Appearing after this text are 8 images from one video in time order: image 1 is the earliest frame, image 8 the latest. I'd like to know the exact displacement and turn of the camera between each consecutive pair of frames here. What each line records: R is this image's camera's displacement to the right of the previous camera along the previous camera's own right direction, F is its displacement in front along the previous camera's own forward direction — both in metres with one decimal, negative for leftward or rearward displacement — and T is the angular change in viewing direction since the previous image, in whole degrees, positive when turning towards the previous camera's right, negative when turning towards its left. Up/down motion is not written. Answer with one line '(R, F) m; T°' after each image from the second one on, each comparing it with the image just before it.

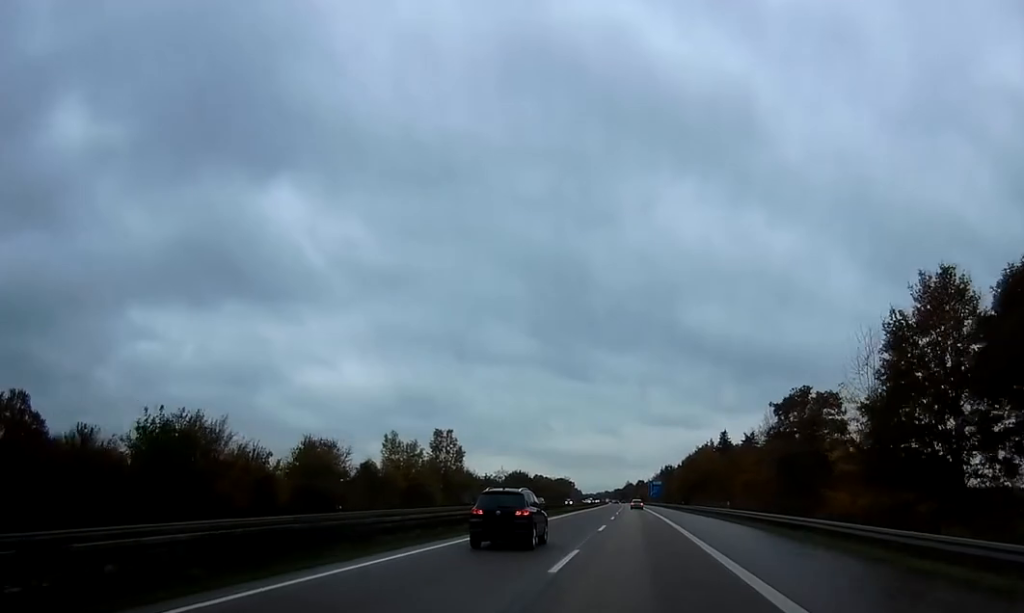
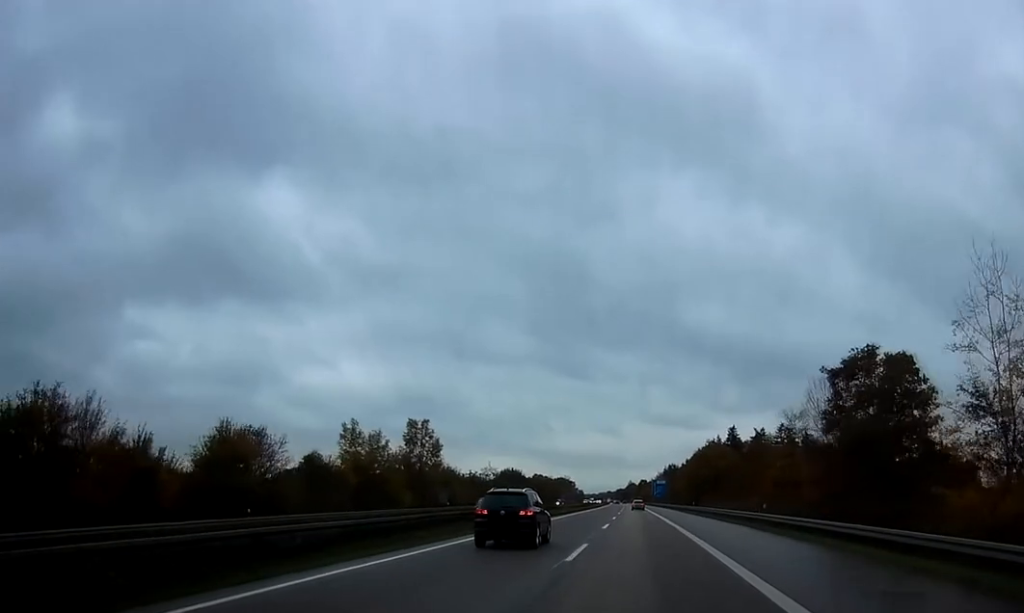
(0.0, +15.5) m; 0°
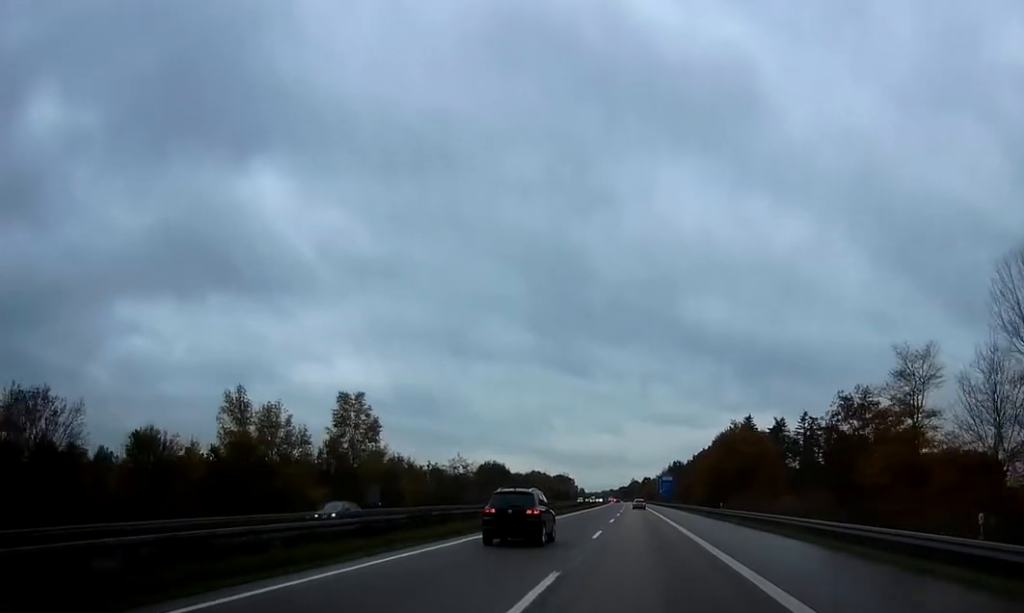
(0.0, +26.7) m; 0°
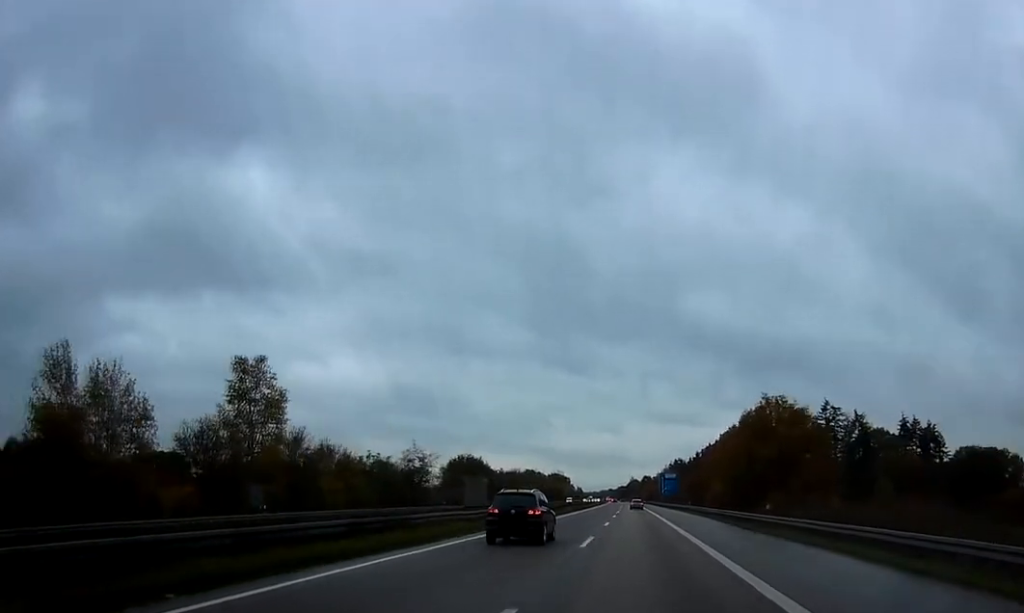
(-0.1, +22.5) m; 0°
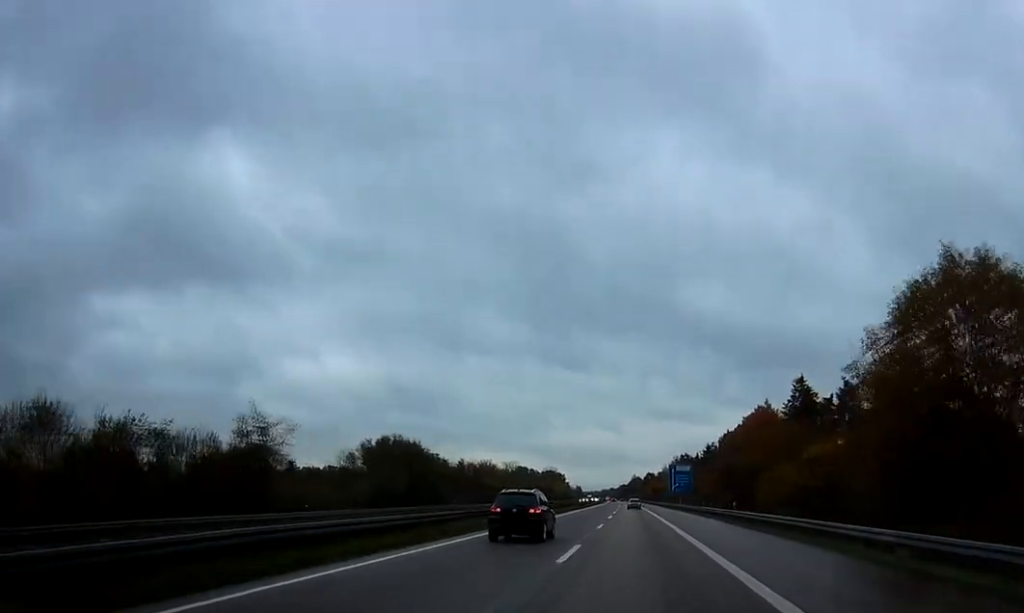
(0.0, +40.8) m; 0°
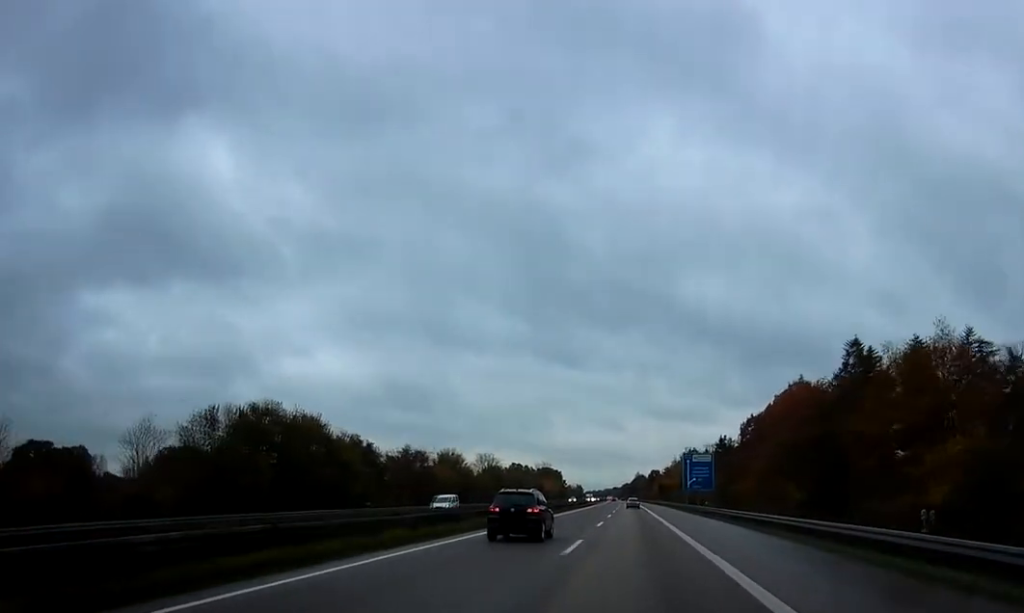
(+0.1, +33.8) m; 0°
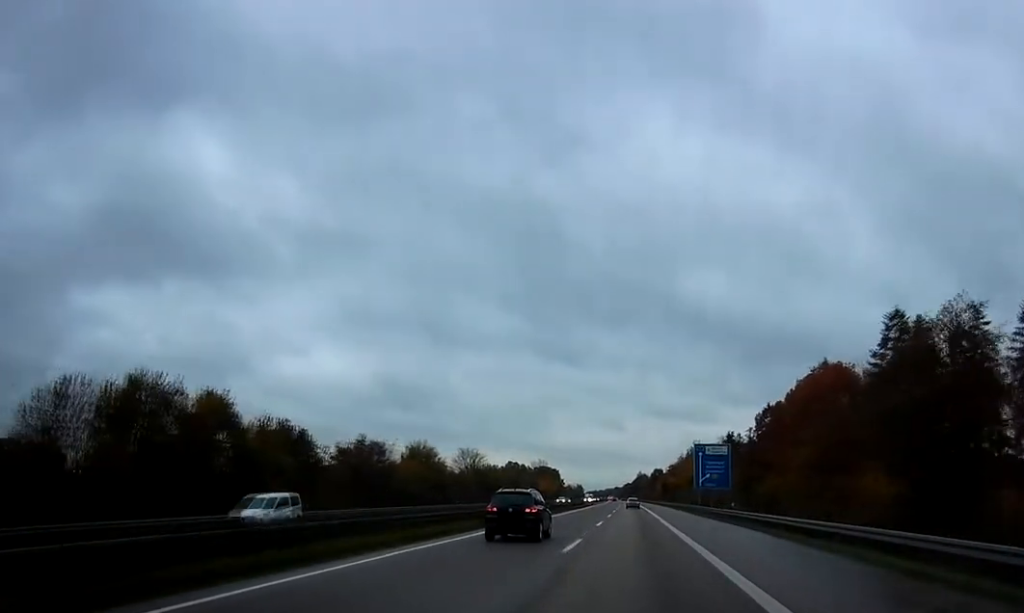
(+0.1, +17.2) m; 0°
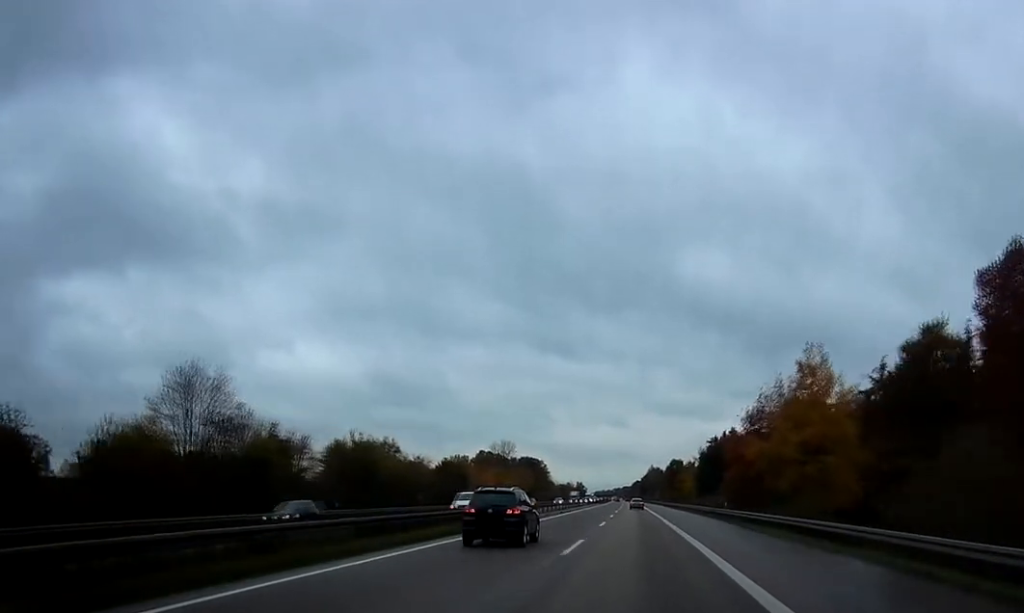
(-1.3, +90.3) m; -1°
